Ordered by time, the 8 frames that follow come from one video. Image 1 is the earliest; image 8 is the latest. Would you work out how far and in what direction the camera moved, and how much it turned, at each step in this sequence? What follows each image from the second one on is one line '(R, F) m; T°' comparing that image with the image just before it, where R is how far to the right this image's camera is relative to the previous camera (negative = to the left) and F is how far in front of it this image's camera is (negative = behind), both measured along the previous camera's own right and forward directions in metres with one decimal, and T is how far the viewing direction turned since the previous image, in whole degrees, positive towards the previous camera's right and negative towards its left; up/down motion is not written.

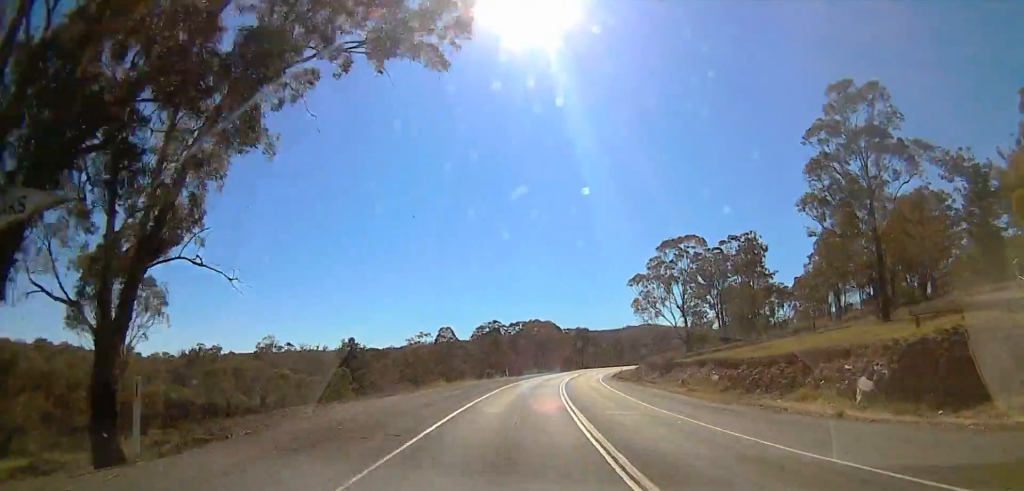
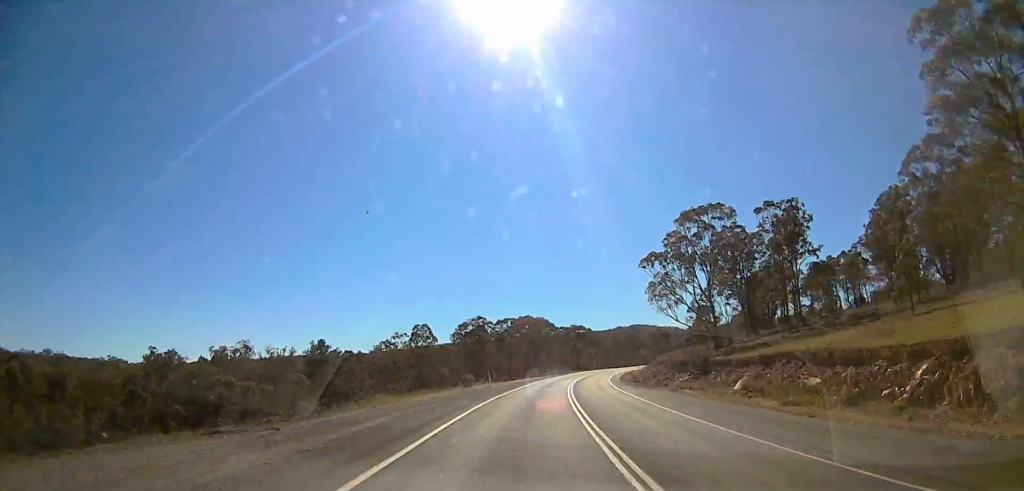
(+0.2, +15.2) m; +1°
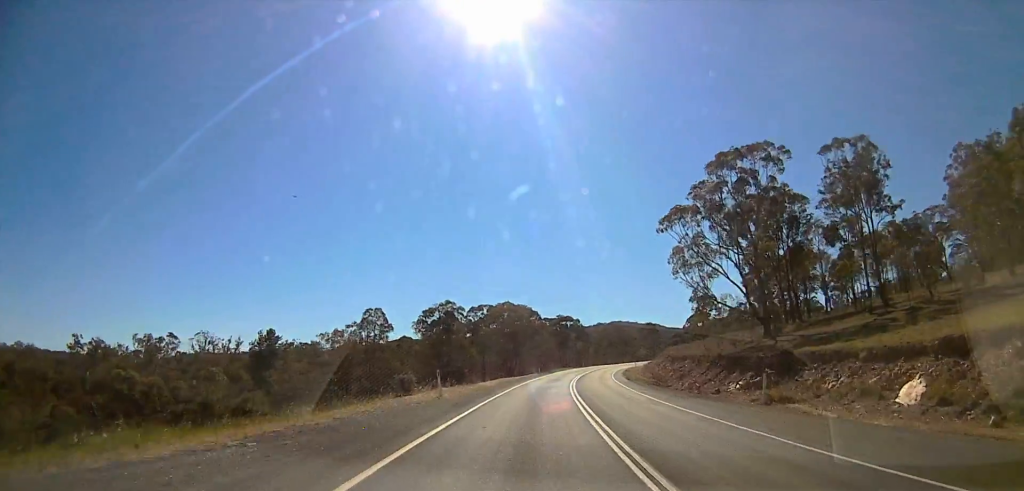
(0.0, +17.8) m; 0°
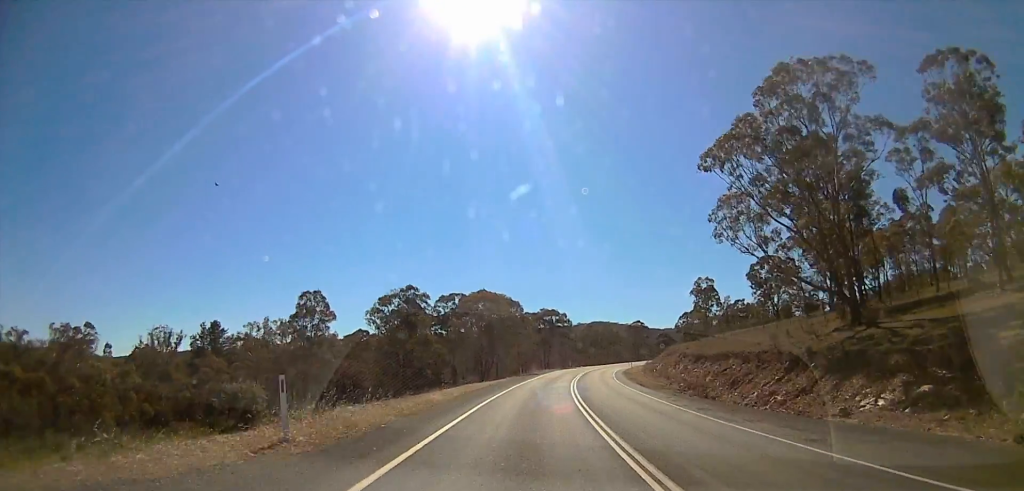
(0.0, +15.2) m; +1°
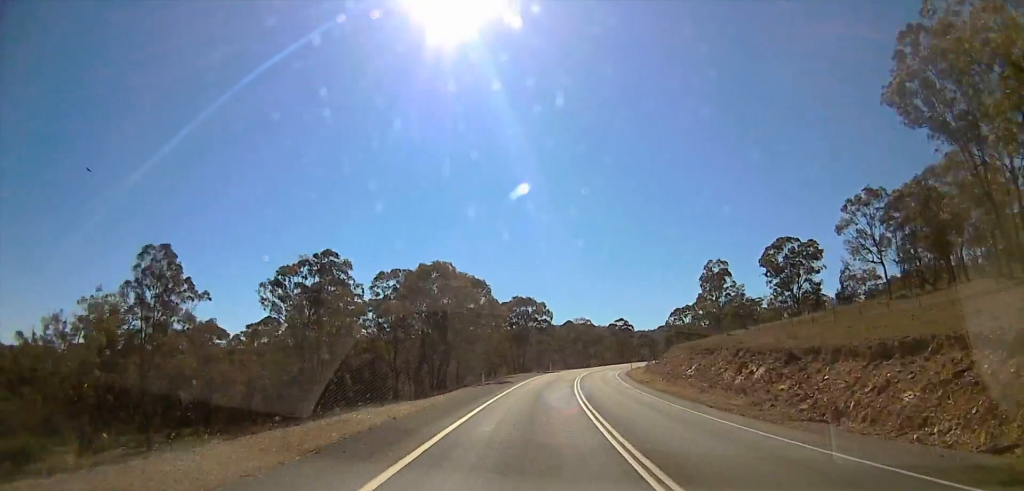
(+0.3, +22.0) m; +2°
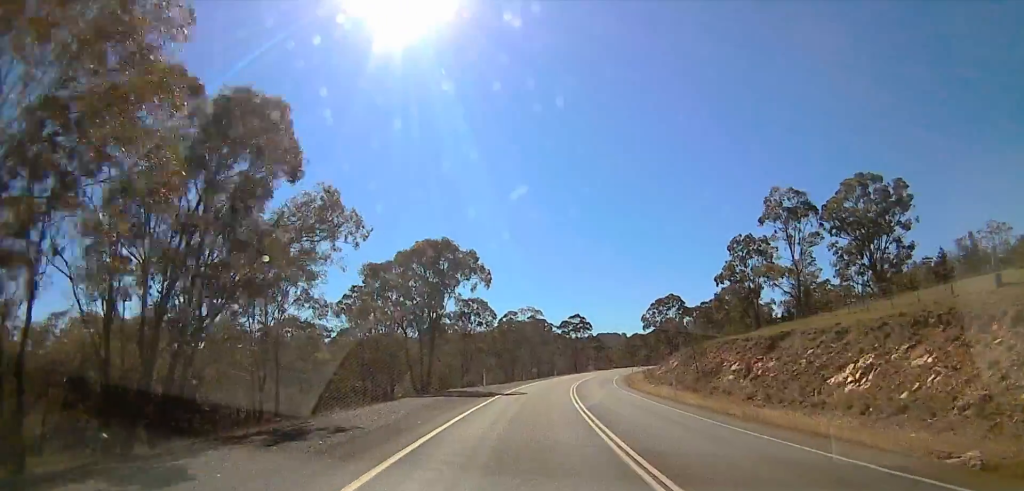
(+1.2, +42.3) m; +7°
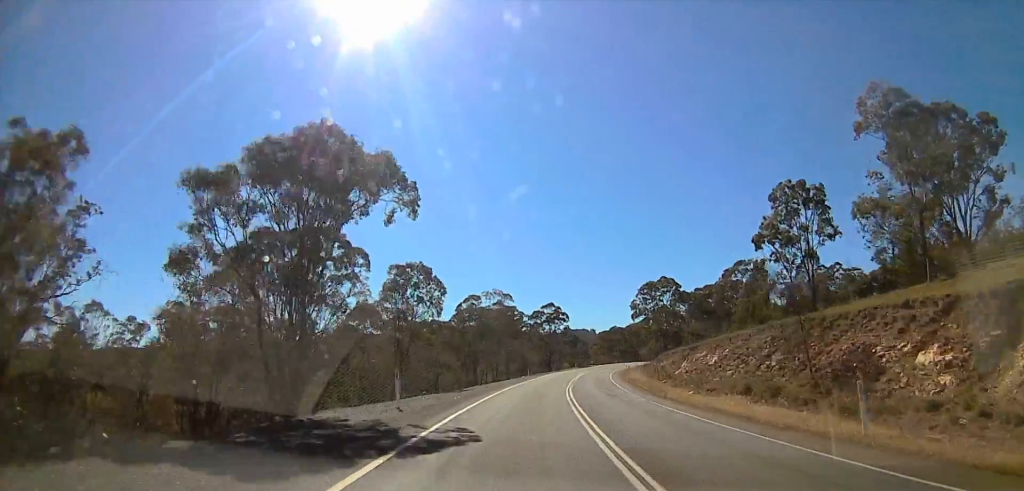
(+1.7, +20.2) m; +4°
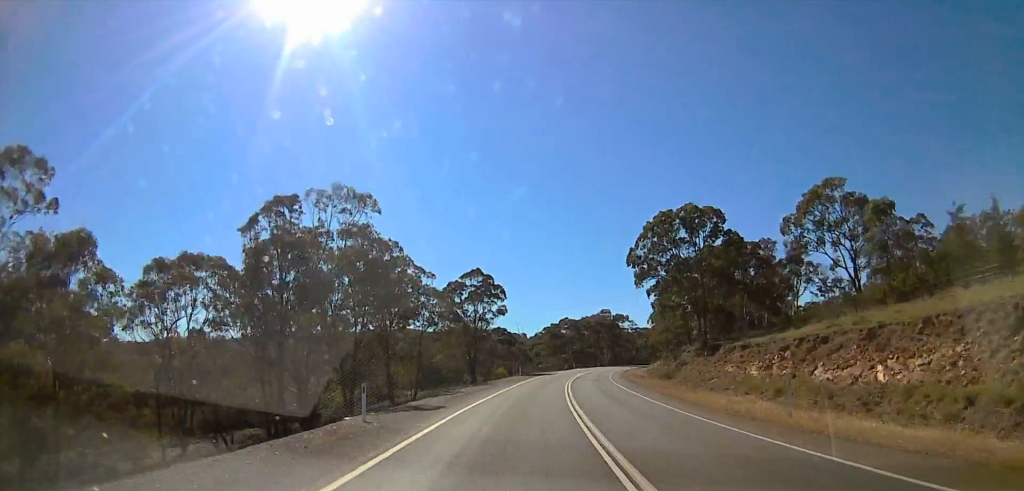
(+0.5, +51.4) m; +4°
